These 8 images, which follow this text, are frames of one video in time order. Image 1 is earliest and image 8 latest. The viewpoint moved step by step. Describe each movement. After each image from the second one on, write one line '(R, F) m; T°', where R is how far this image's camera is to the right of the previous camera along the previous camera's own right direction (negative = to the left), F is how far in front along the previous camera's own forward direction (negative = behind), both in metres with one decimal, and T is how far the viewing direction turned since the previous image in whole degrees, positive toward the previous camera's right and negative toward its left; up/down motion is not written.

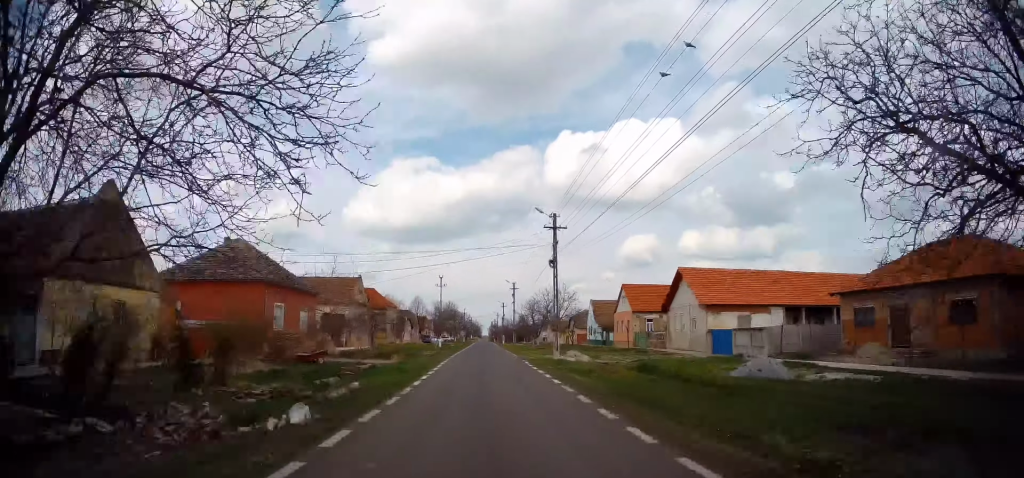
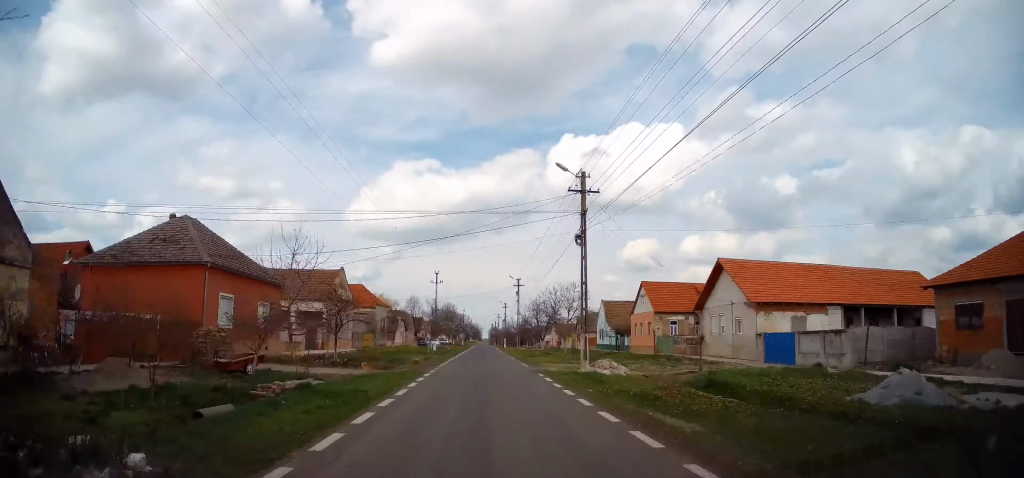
(0.0, +8.0) m; 0°
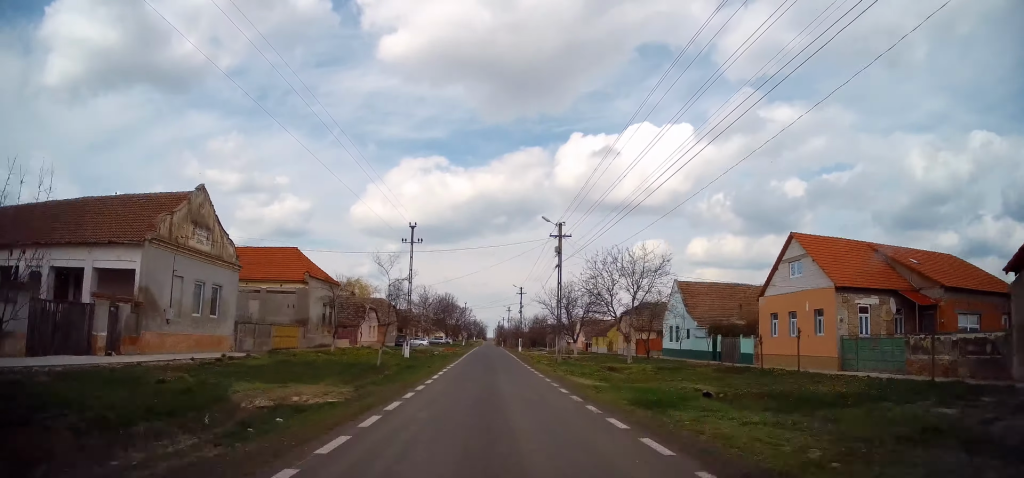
(0.0, +29.0) m; +1°
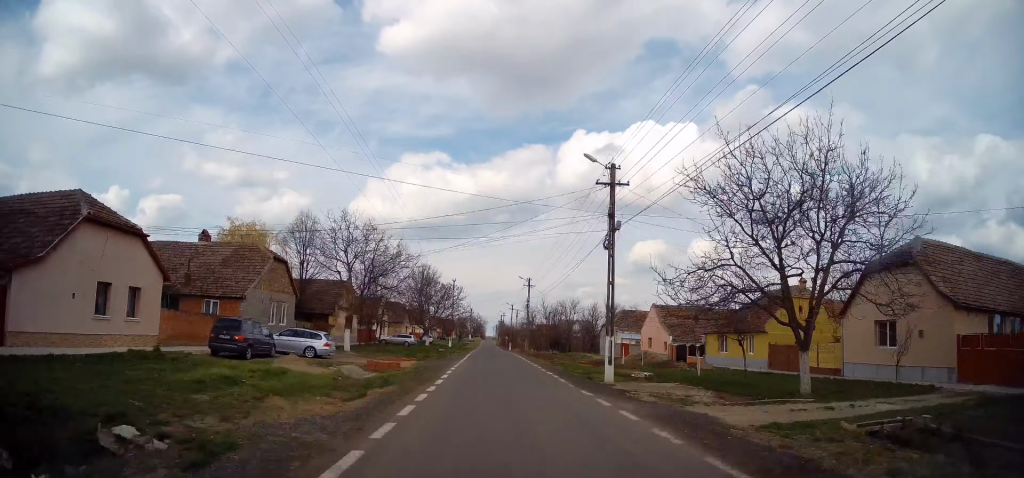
(-0.2, +48.9) m; -1°
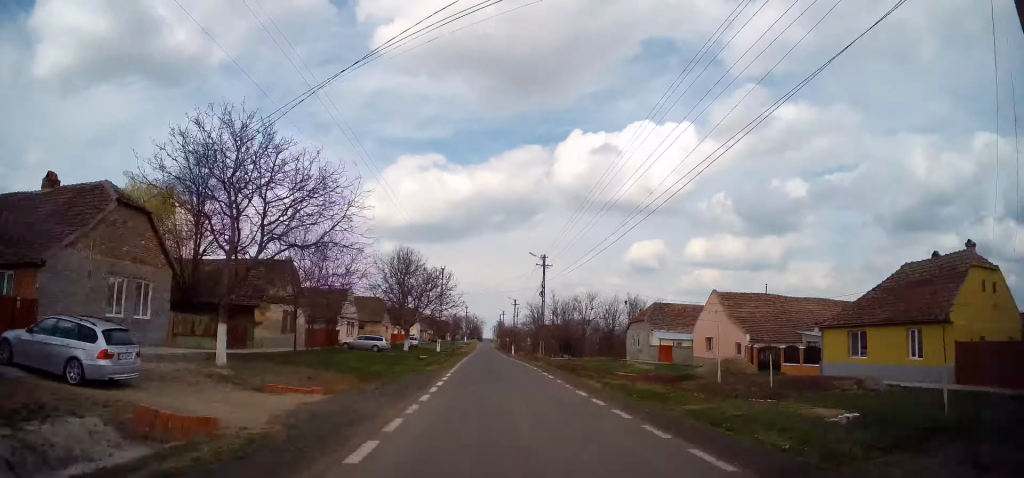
(0.0, +18.1) m; +1°
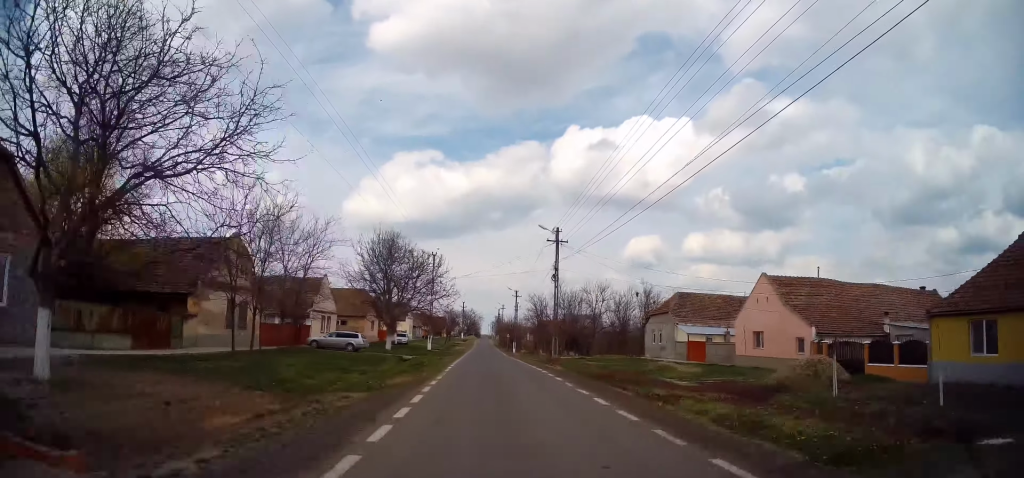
(0.0, +8.8) m; 0°
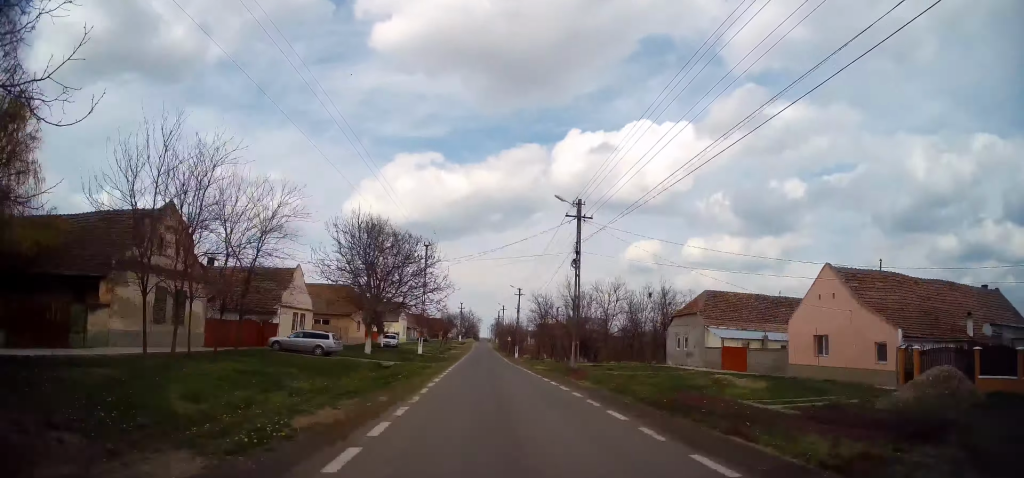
(+0.1, +7.7) m; 0°
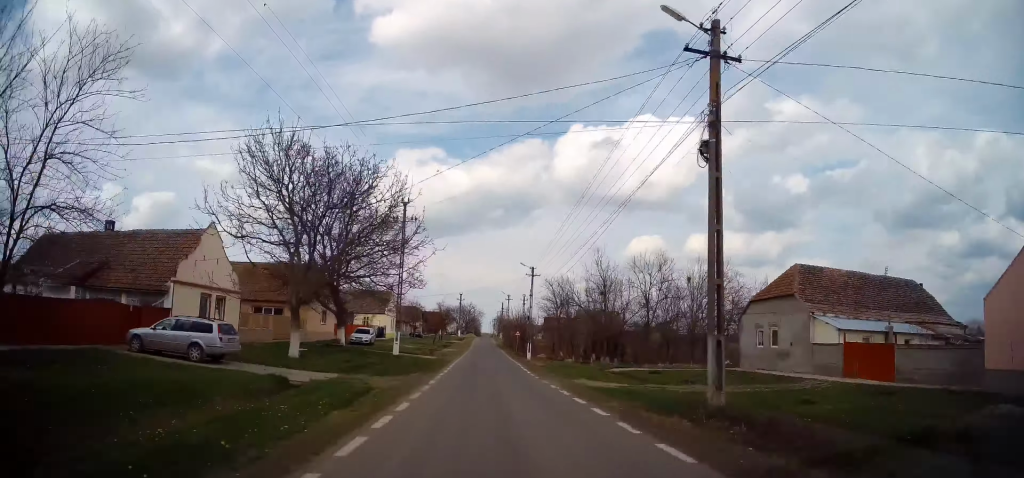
(+0.1, +15.2) m; 0°
